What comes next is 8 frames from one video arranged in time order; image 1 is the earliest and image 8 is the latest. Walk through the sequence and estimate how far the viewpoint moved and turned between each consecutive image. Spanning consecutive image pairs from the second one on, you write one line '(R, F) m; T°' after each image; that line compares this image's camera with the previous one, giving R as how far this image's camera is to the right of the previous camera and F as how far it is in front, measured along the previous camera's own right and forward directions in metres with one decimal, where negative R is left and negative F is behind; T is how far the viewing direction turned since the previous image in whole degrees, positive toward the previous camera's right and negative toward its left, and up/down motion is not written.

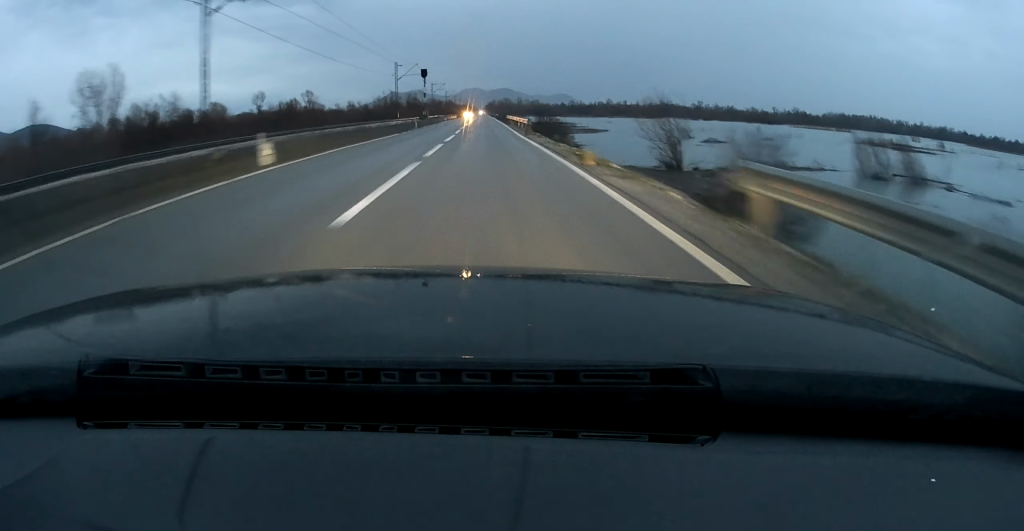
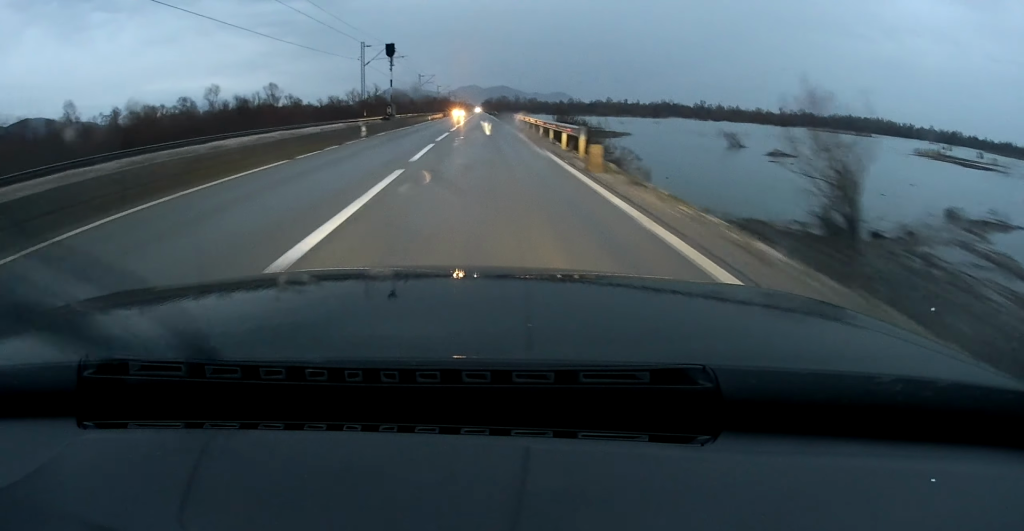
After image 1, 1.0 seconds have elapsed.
(0.0, +22.3) m; 0°
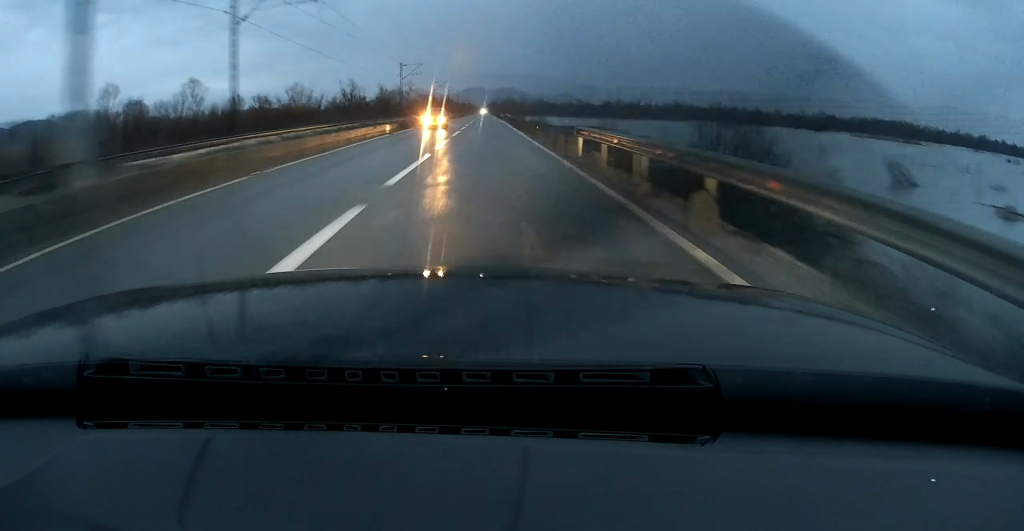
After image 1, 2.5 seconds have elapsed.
(0.0, +34.8) m; 0°
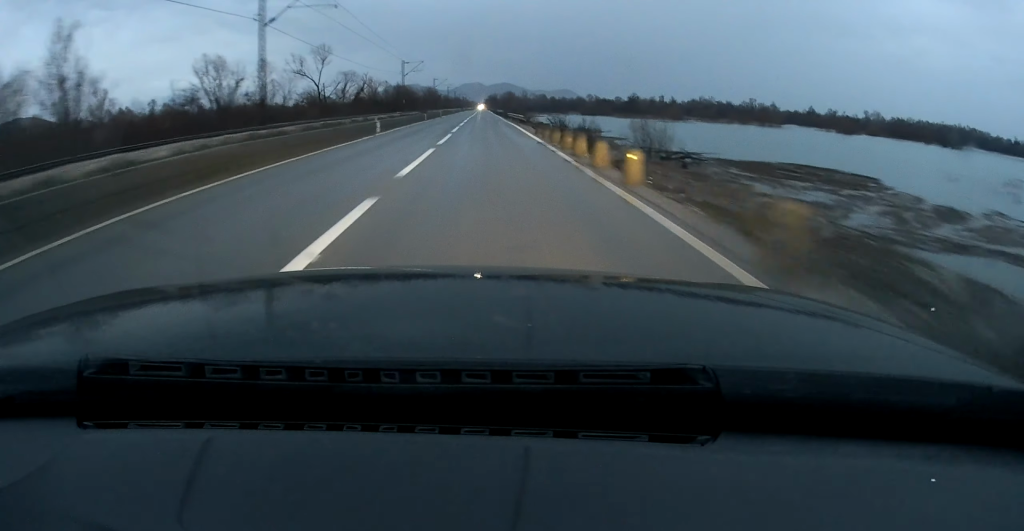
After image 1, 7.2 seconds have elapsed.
(+0.1, +111.0) m; 0°
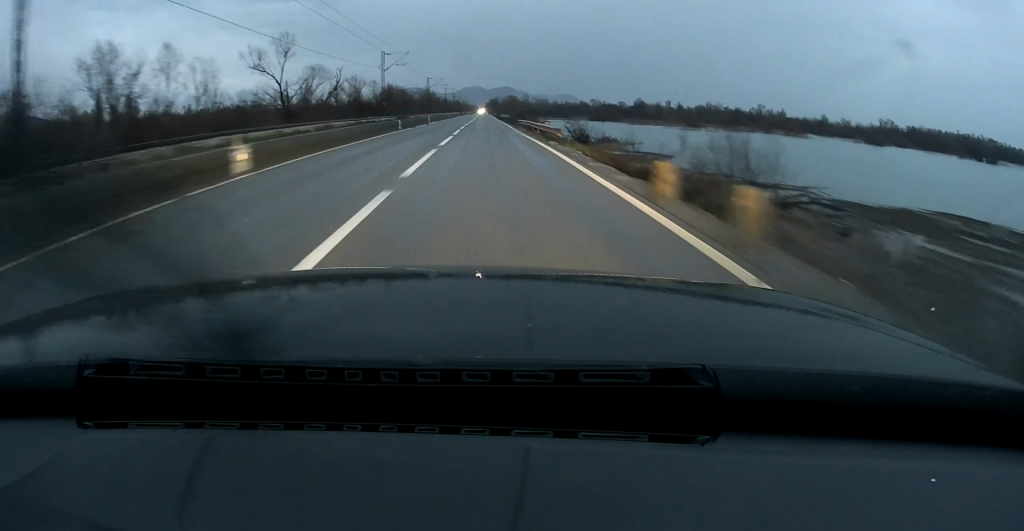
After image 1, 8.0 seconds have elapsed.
(0.0, +19.9) m; 0°
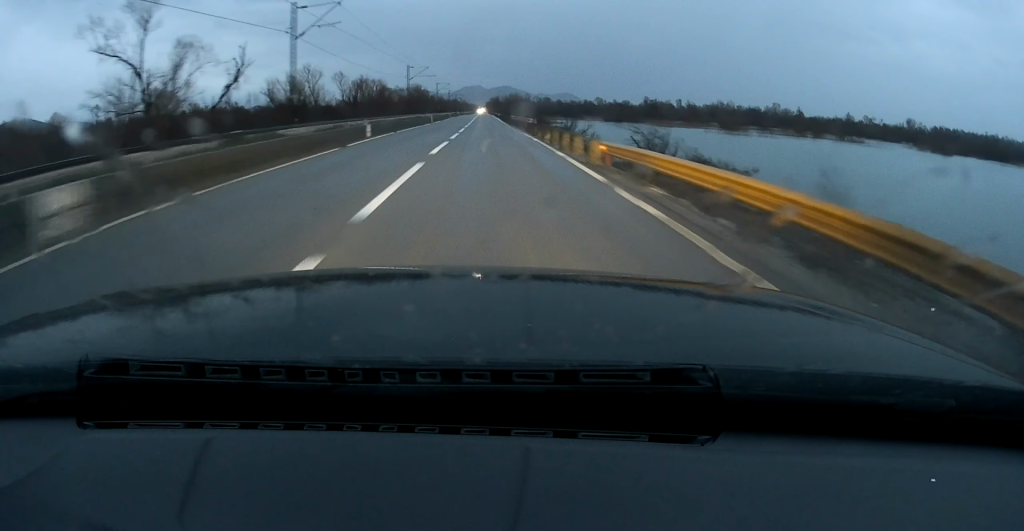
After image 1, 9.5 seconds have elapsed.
(+0.1, +35.2) m; 0°
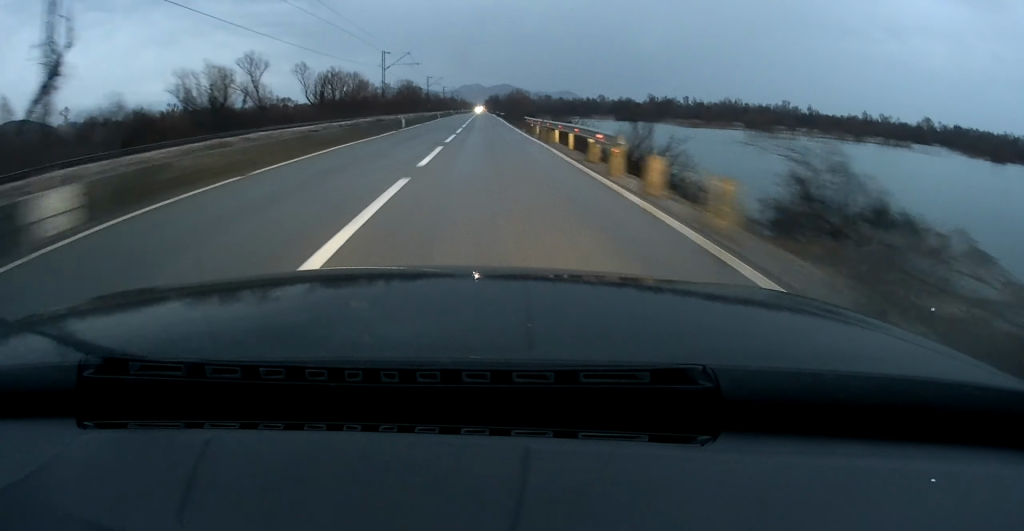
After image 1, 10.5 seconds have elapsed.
(0.0, +23.5) m; 0°
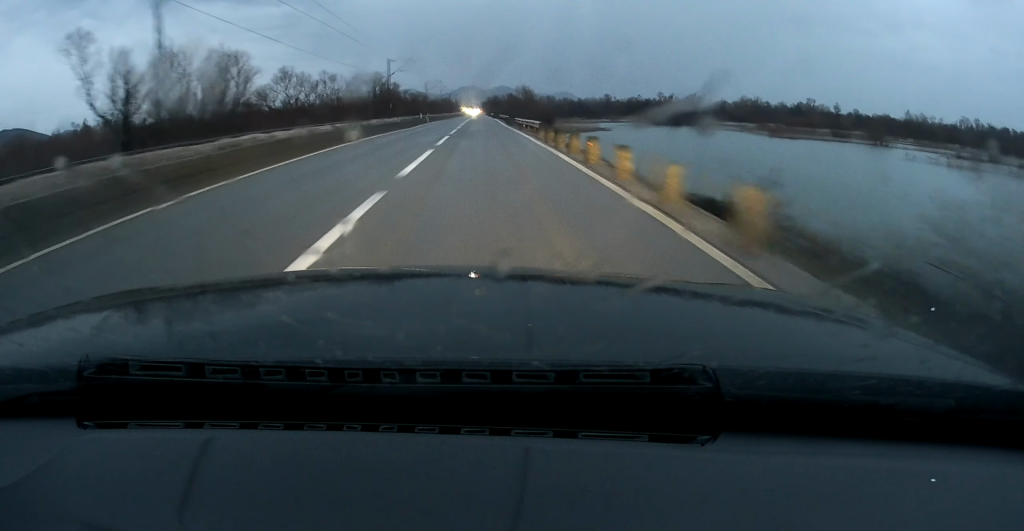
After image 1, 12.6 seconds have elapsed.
(0.0, +52.9) m; 0°
